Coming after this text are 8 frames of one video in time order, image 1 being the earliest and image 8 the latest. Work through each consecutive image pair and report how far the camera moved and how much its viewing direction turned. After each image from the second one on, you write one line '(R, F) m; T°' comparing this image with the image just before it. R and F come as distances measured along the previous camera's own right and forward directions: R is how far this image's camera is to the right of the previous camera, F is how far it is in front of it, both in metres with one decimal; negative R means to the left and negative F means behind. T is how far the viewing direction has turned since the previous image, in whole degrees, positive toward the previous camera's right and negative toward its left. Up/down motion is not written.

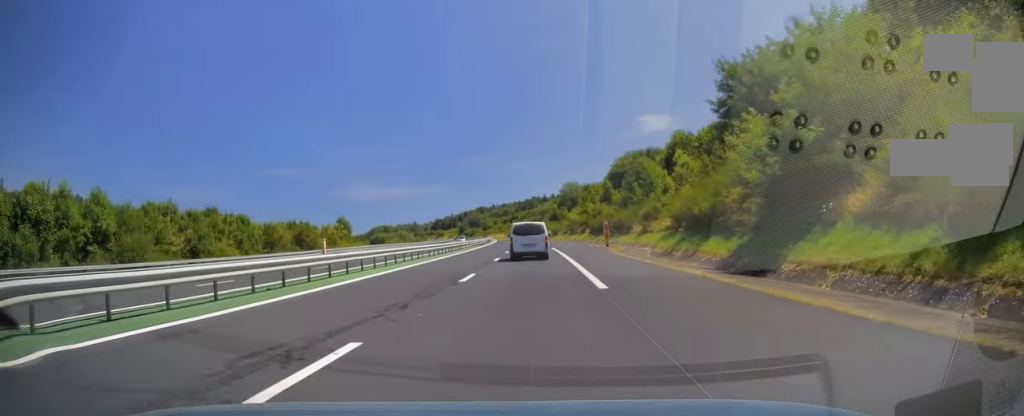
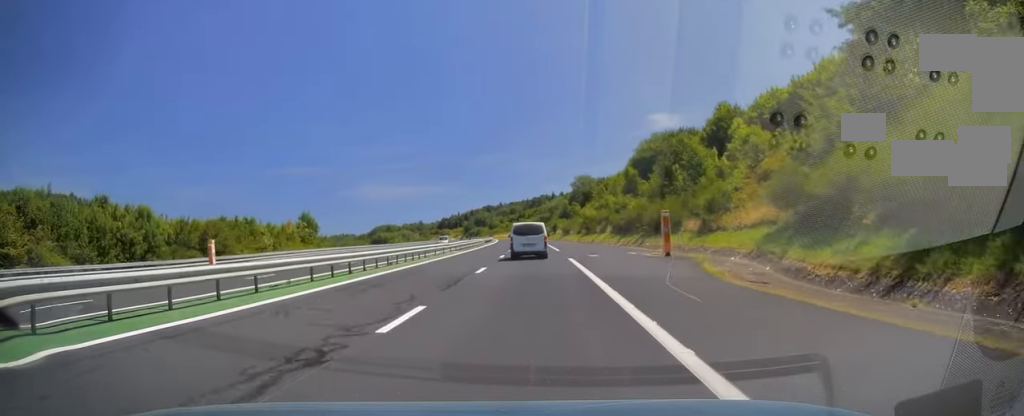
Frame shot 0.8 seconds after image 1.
(-0.2, +22.1) m; -1°
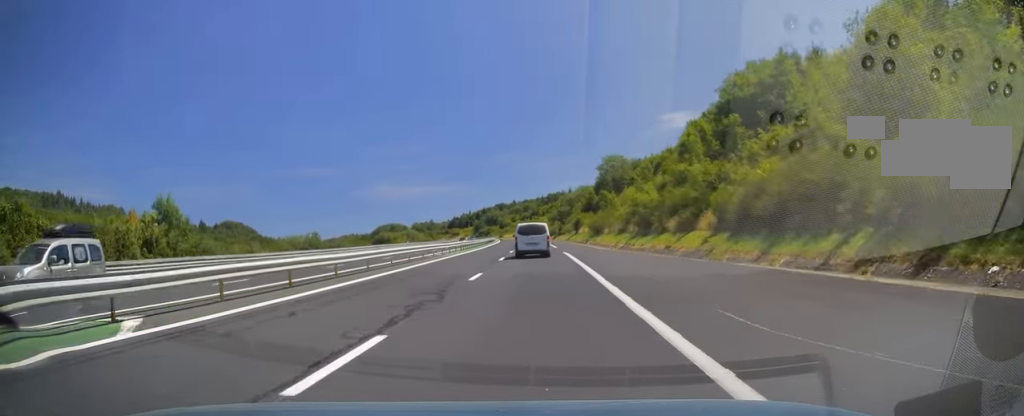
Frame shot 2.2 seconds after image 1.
(-0.5, +42.1) m; -2°
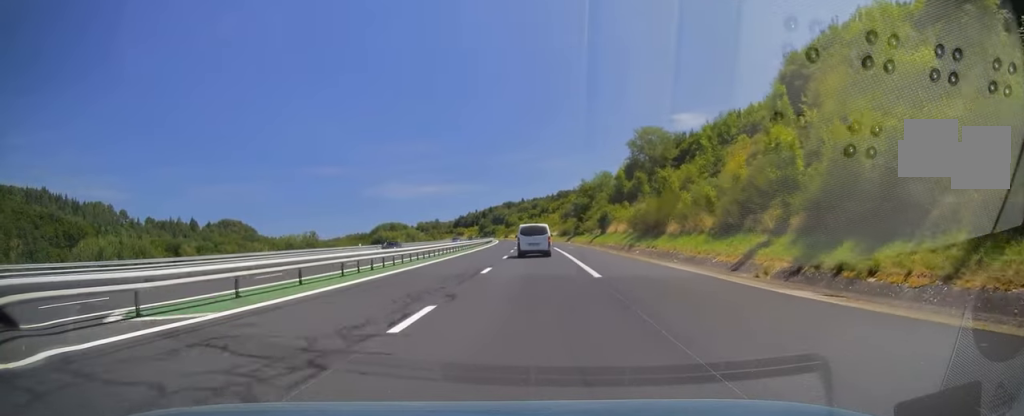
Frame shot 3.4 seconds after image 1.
(-0.7, +35.2) m; -2°
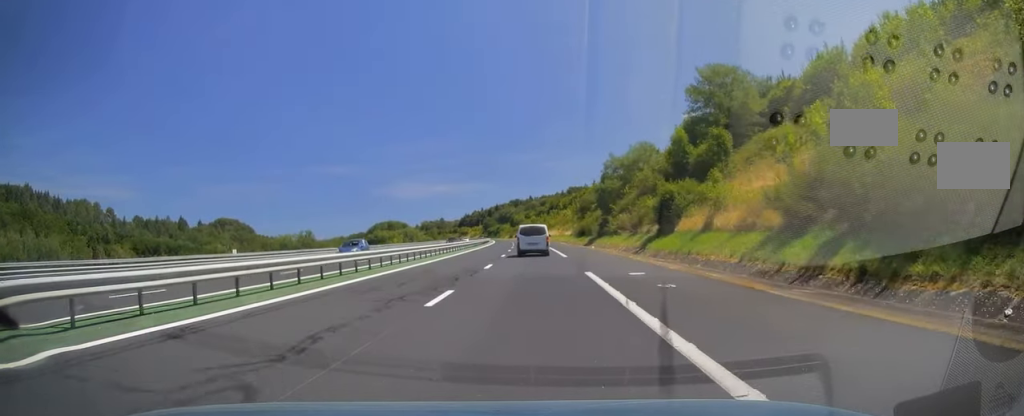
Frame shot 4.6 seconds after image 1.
(-0.1, +35.8) m; 0°
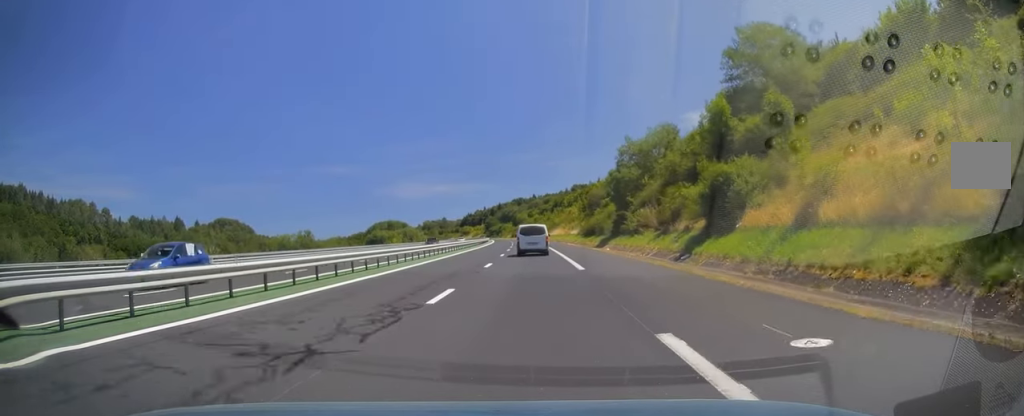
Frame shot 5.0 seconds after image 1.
(0.0, +12.2) m; 0°
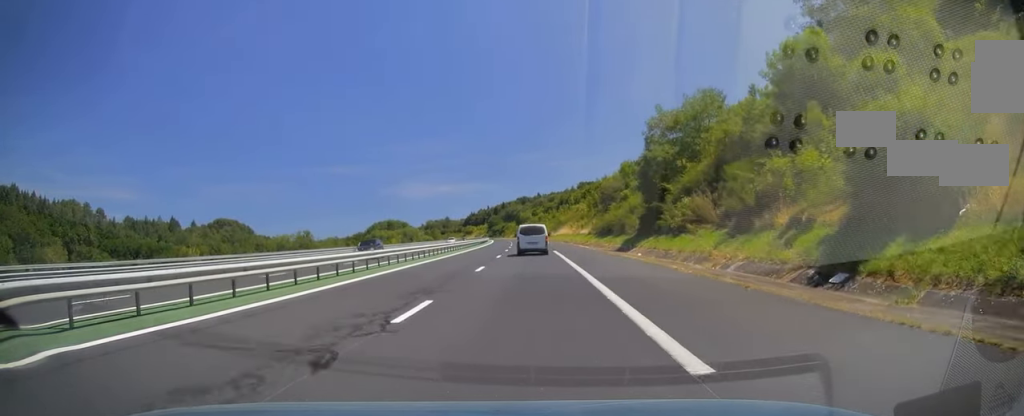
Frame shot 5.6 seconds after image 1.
(+0.1, +15.7) m; -1°
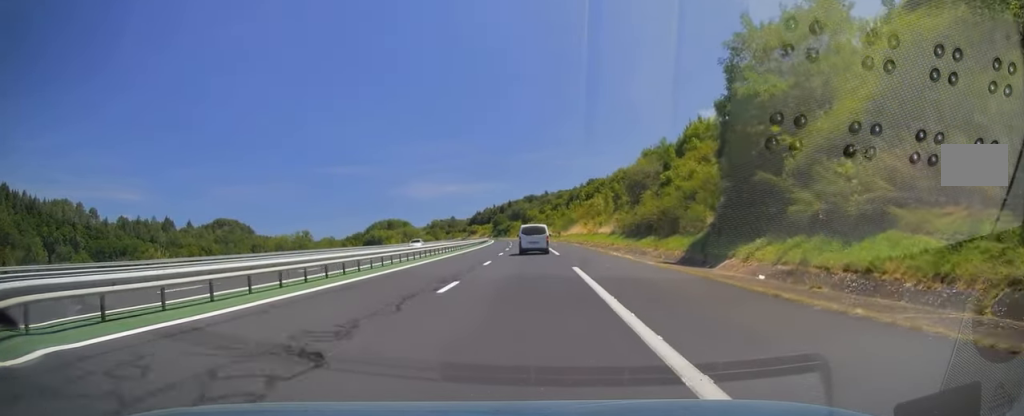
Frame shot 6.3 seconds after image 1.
(-0.2, +21.1) m; -1°
